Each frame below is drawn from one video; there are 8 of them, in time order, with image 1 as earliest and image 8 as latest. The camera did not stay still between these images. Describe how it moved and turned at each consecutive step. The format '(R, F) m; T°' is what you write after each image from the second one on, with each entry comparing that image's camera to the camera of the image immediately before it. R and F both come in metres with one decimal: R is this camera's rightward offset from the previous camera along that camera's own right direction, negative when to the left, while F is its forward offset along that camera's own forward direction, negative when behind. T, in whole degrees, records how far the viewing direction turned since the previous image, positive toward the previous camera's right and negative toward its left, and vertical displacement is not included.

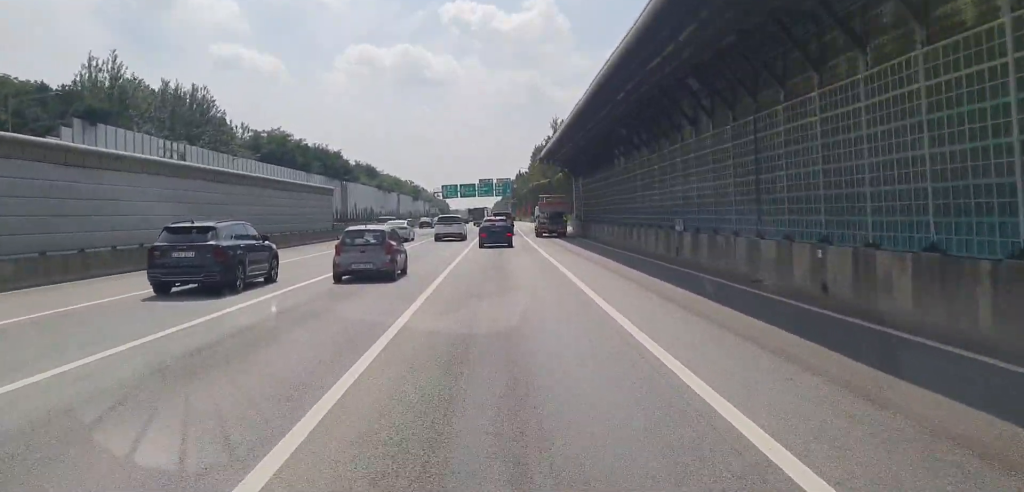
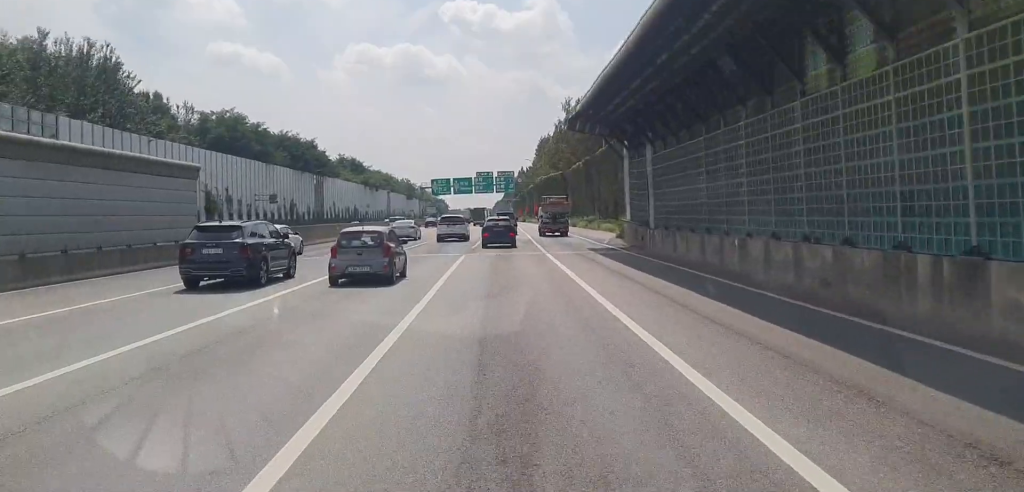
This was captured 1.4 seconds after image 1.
(-0.2, +26.9) m; -1°
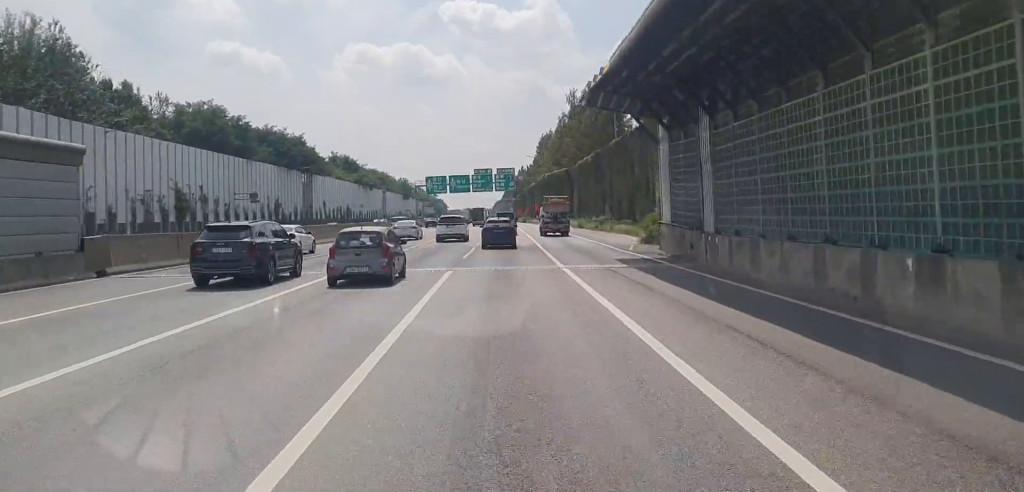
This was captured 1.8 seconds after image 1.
(-0.1, +9.1) m; 0°
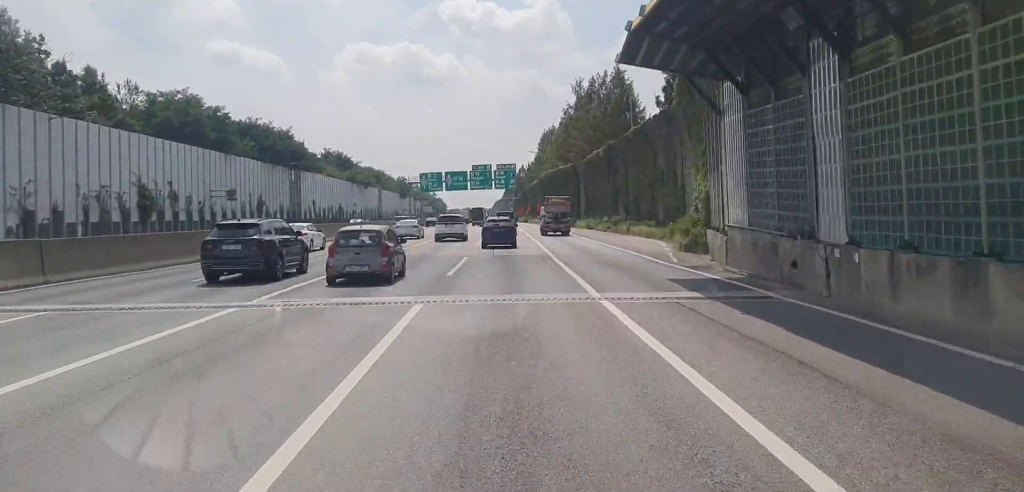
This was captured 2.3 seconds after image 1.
(-0.1, +9.1) m; 0°
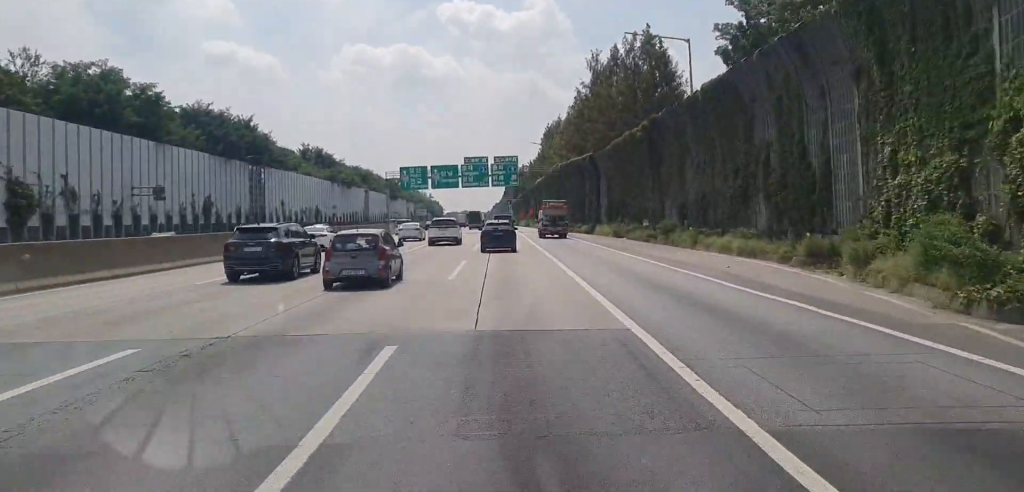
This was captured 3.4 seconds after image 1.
(+0.3, +20.9) m; +1°
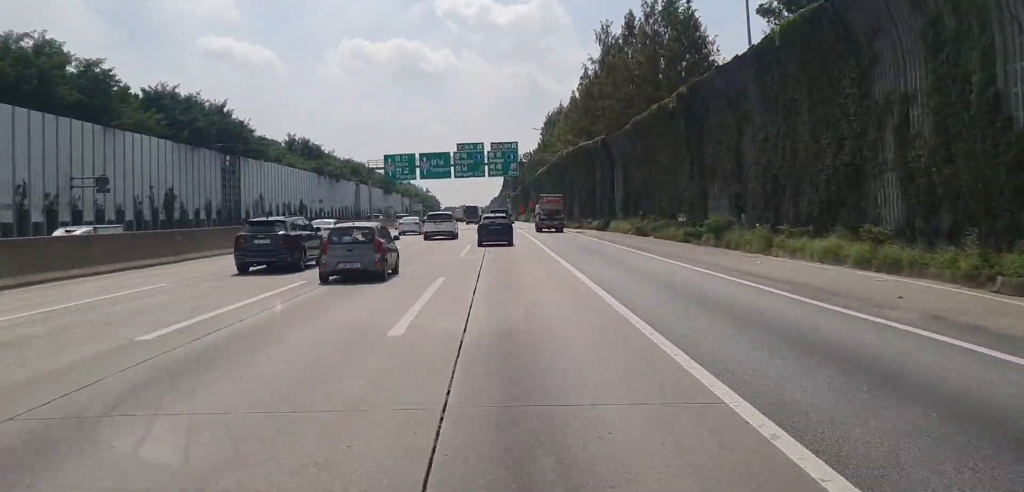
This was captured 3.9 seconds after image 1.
(+0.1, +11.1) m; 0°
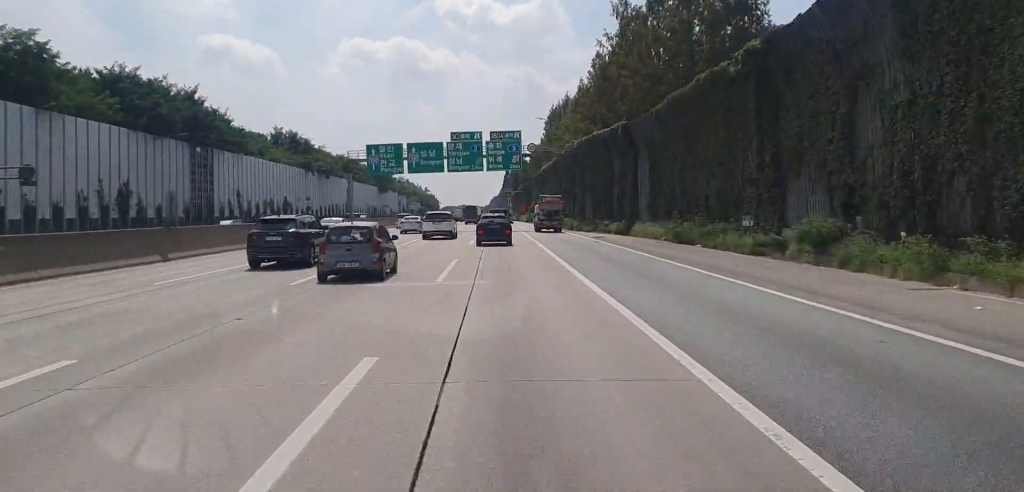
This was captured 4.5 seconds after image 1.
(0.0, +11.1) m; 0°
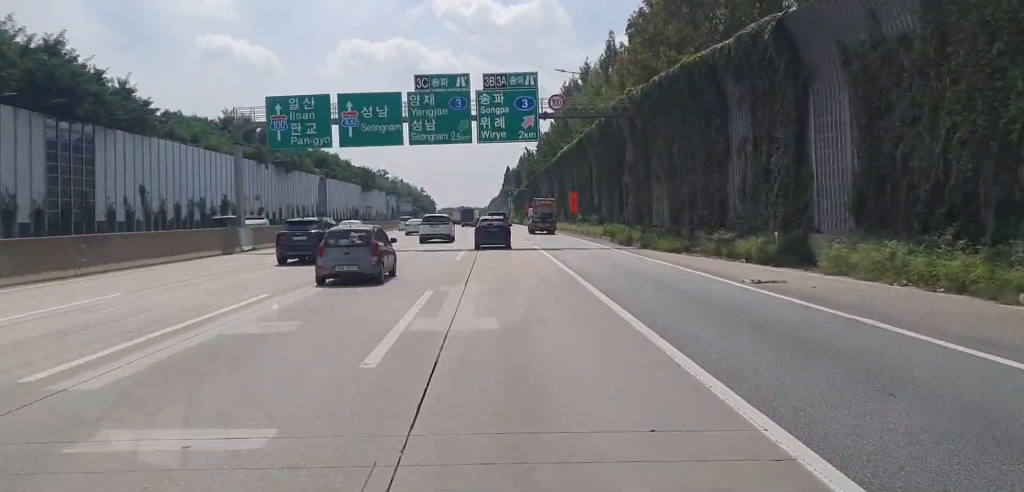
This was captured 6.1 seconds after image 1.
(0.0, +30.8) m; -1°
